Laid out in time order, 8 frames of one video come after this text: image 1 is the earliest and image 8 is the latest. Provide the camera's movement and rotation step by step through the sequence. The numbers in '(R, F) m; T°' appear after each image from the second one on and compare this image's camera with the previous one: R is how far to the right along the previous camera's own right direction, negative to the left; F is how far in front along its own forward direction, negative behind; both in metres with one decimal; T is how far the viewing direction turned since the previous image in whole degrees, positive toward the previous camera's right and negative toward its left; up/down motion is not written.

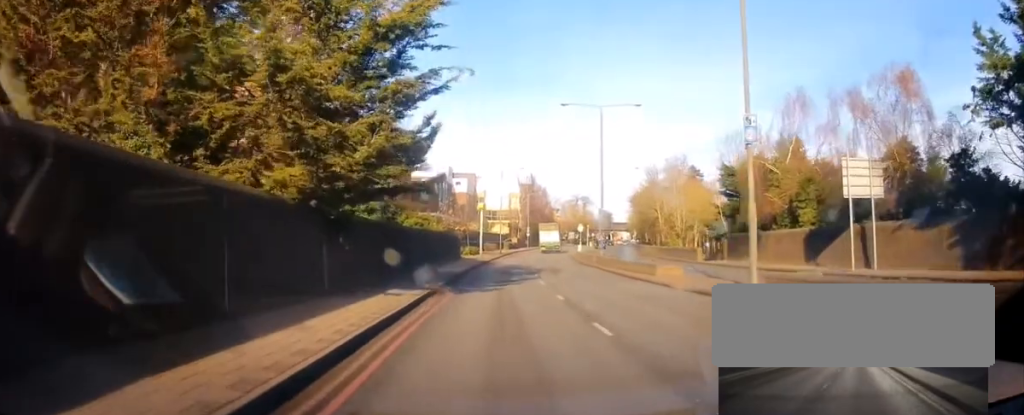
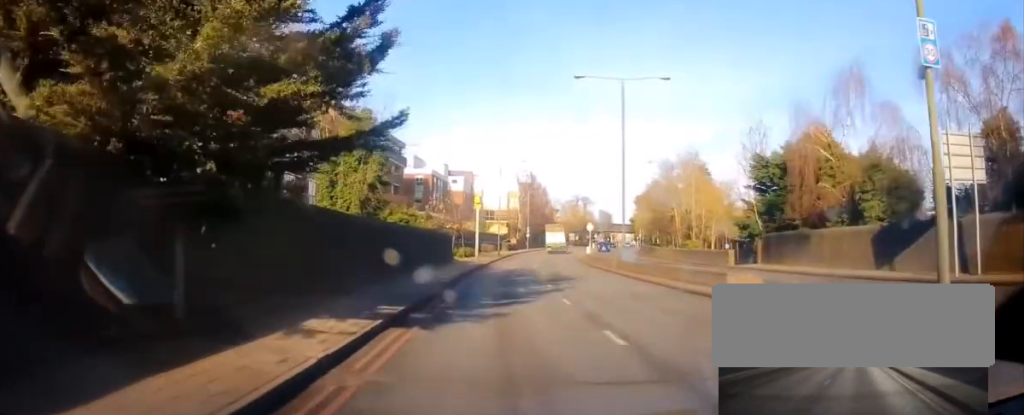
(-0.1, +7.0) m; -1°
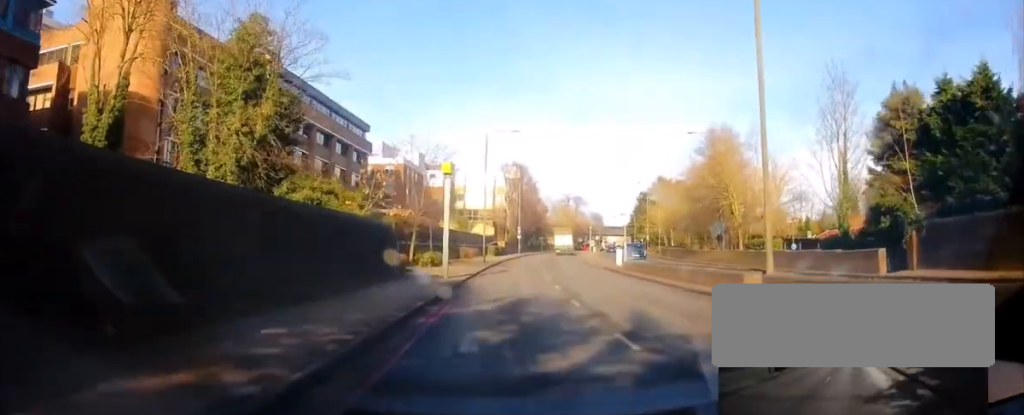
(-0.1, +18.2) m; +1°
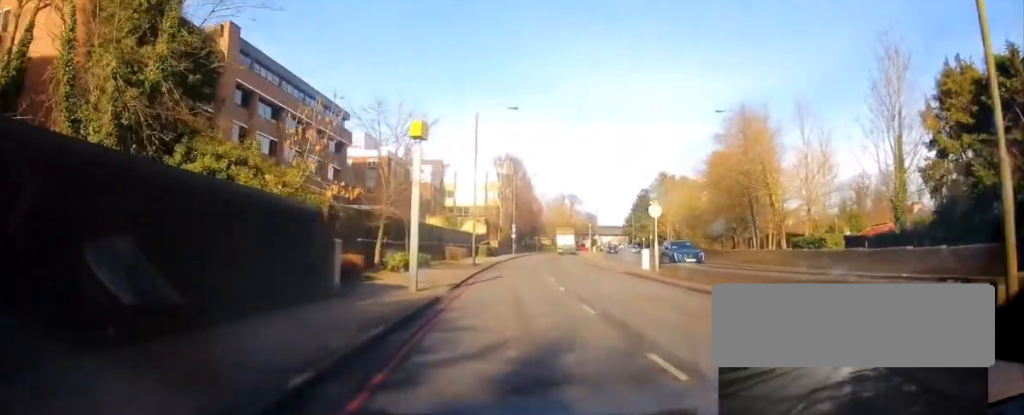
(+0.2, +7.8) m; +1°
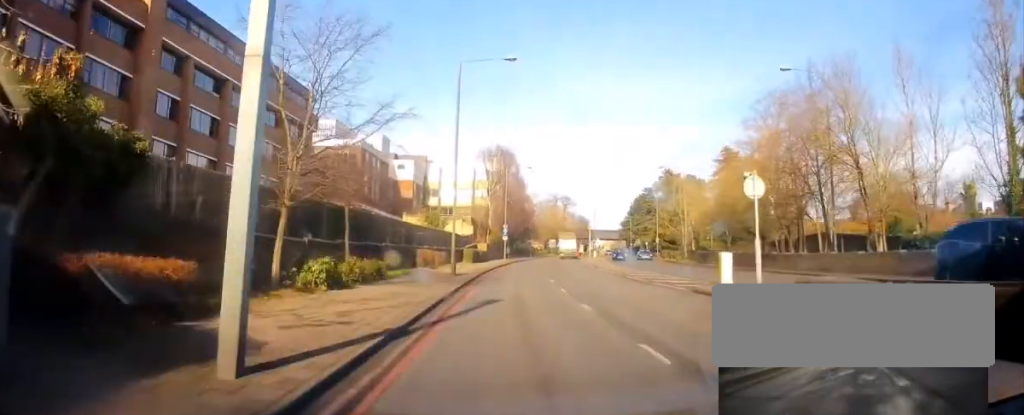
(0.0, +11.3) m; 0°
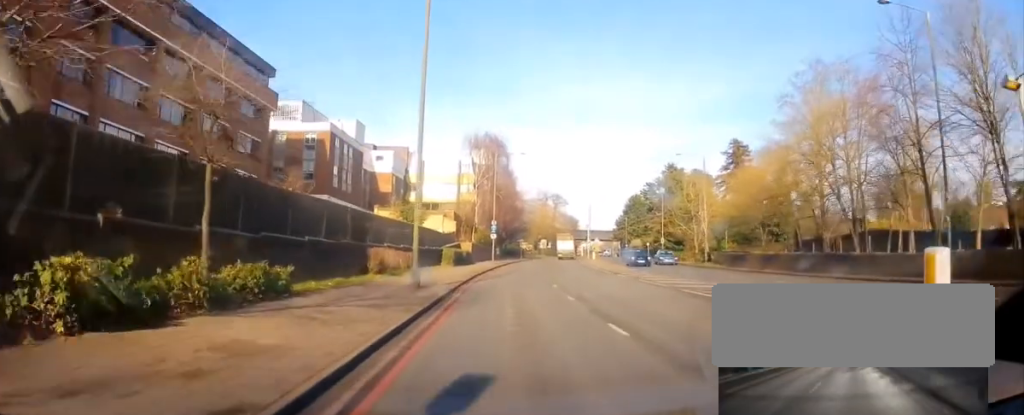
(0.0, +9.6) m; +1°
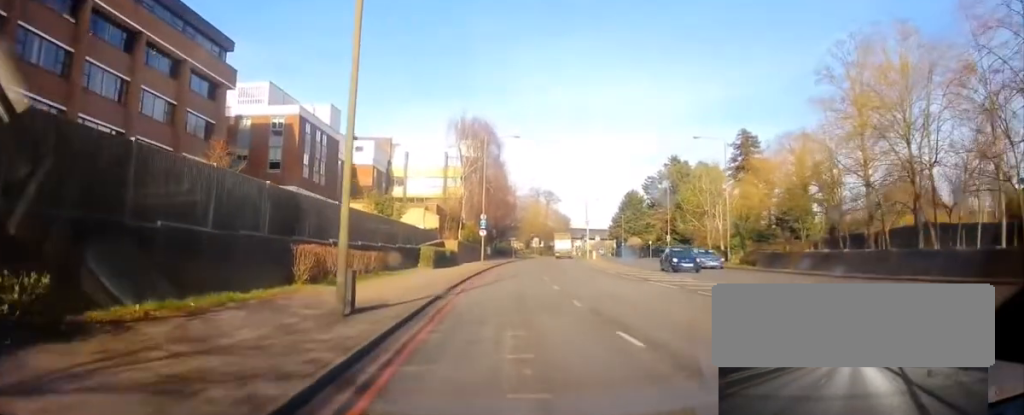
(+0.1, +8.0) m; +1°
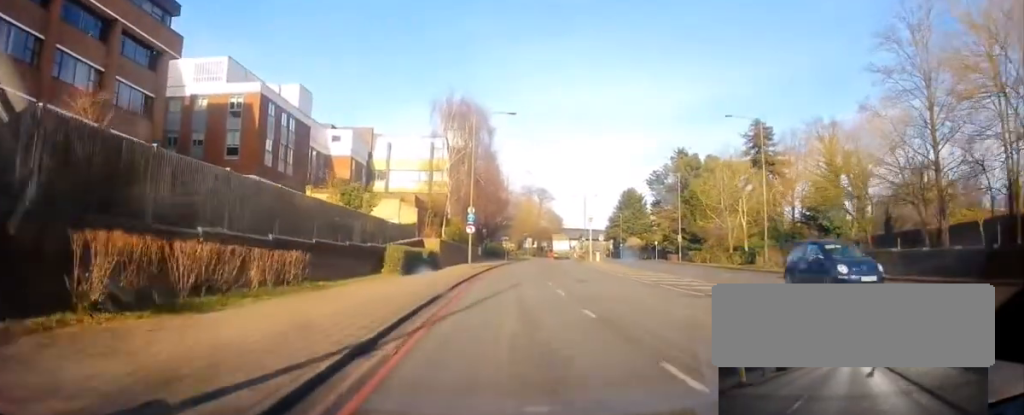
(+0.1, +8.4) m; +1°
